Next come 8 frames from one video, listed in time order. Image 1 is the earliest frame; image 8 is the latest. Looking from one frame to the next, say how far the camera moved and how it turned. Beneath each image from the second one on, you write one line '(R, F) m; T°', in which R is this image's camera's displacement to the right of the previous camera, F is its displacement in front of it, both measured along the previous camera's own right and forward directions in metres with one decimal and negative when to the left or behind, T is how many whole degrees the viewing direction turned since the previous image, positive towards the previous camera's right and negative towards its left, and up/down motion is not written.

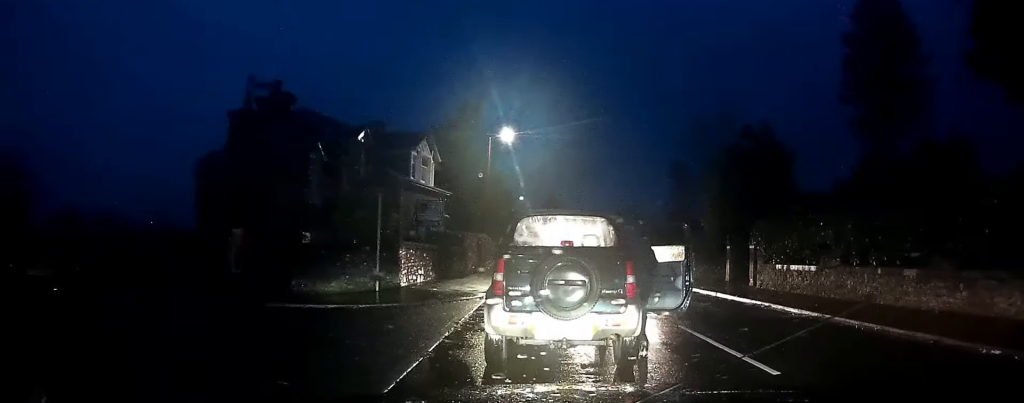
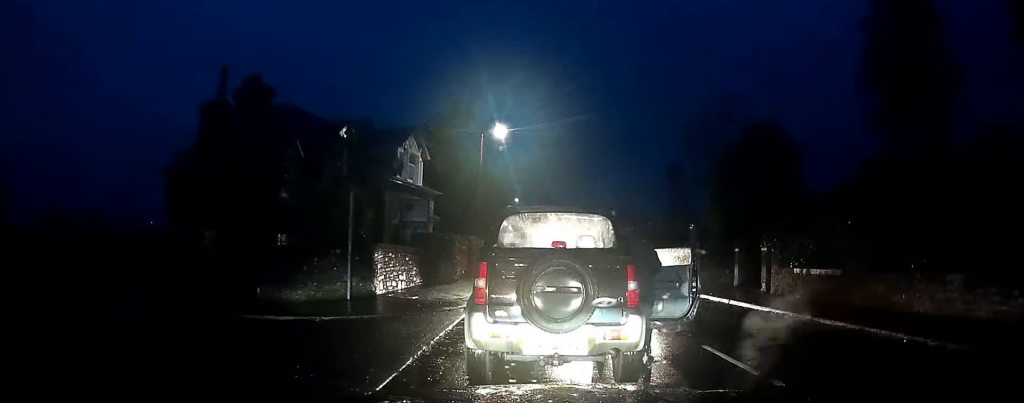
(+0.1, +2.3) m; +2°
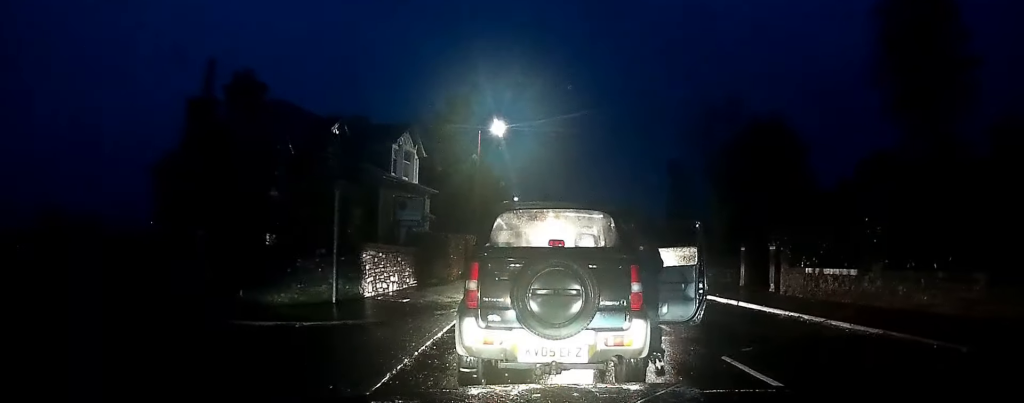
(0.0, +1.1) m; -1°
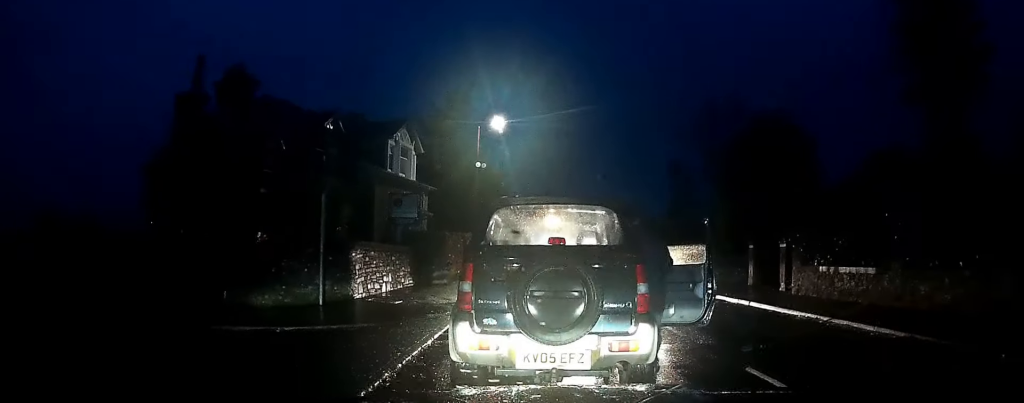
(-0.1, +1.1) m; -2°
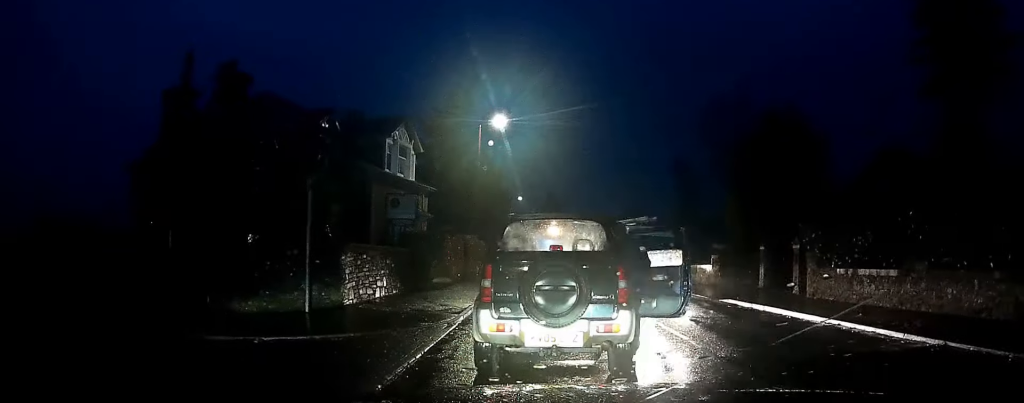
(-0.2, +2.3) m; 0°
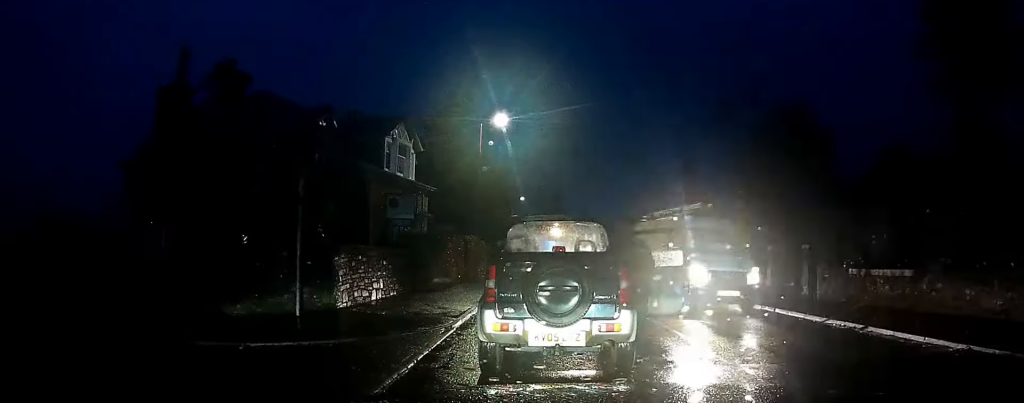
(-0.1, +0.6) m; 0°
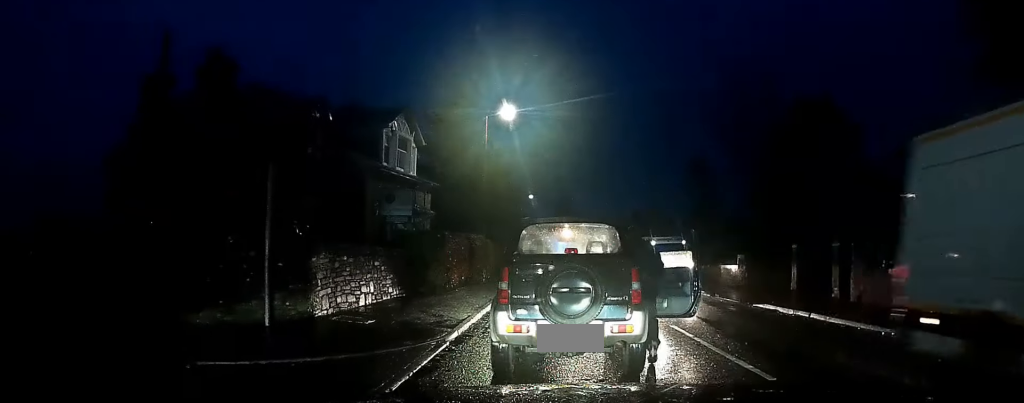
(+0.2, +1.5) m; 0°
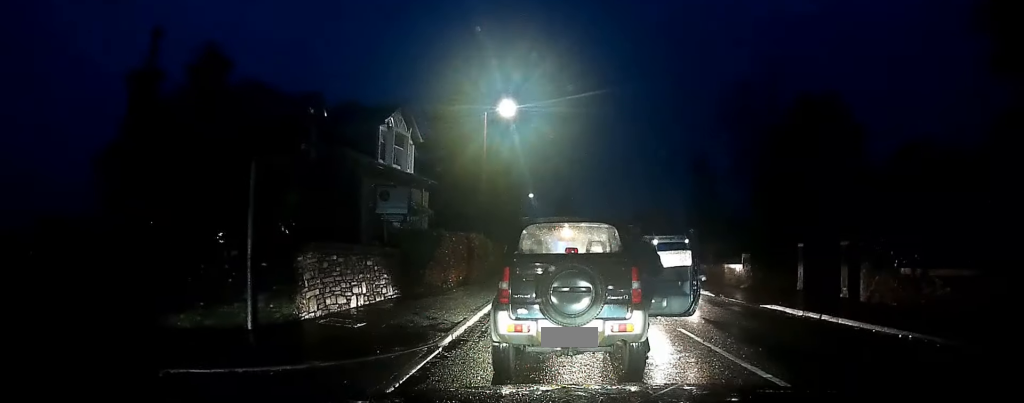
(+0.1, +0.6) m; 0°
